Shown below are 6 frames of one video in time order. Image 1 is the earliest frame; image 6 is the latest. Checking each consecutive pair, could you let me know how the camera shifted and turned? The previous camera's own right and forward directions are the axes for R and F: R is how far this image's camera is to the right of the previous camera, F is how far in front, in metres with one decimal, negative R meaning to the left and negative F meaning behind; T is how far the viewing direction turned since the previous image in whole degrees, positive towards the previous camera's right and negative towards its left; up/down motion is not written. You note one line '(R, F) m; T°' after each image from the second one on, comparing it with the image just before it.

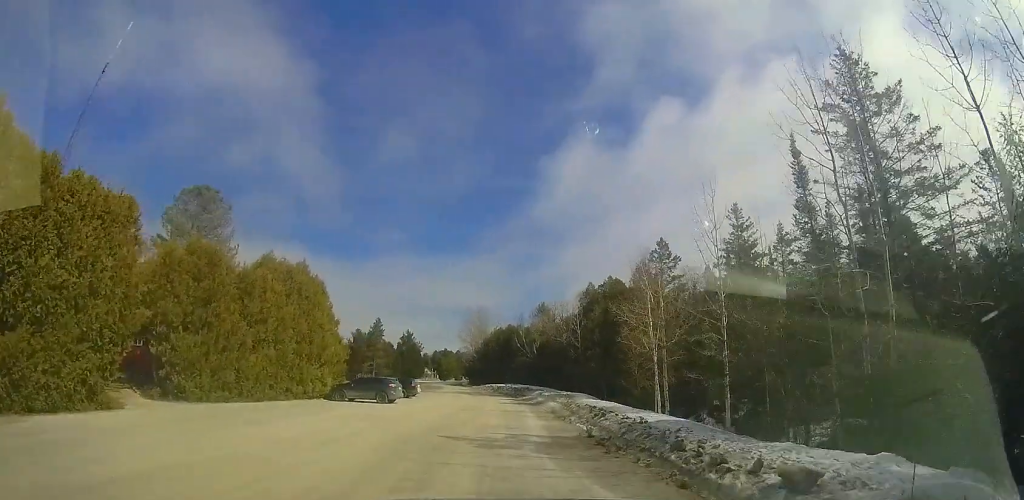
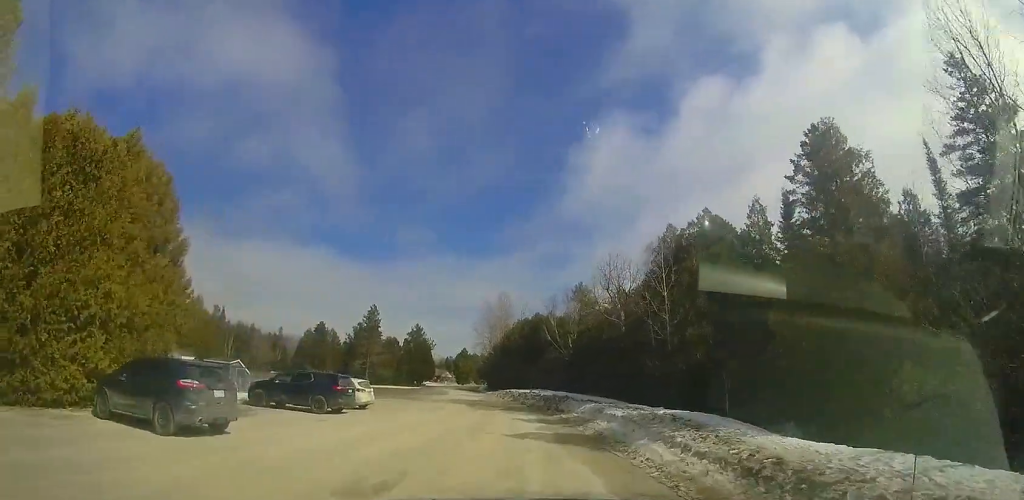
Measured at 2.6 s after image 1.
(0.0, +18.6) m; +1°
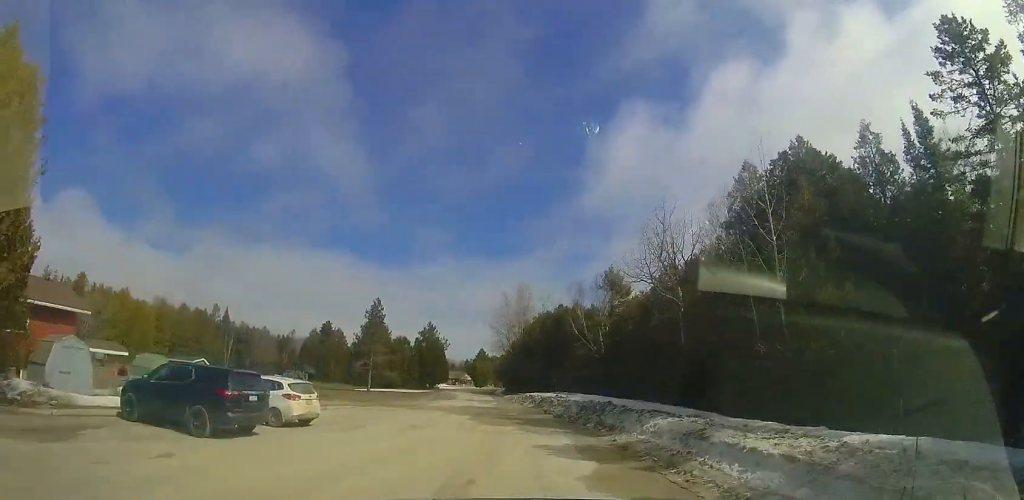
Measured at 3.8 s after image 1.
(-0.5, +8.3) m; -5°
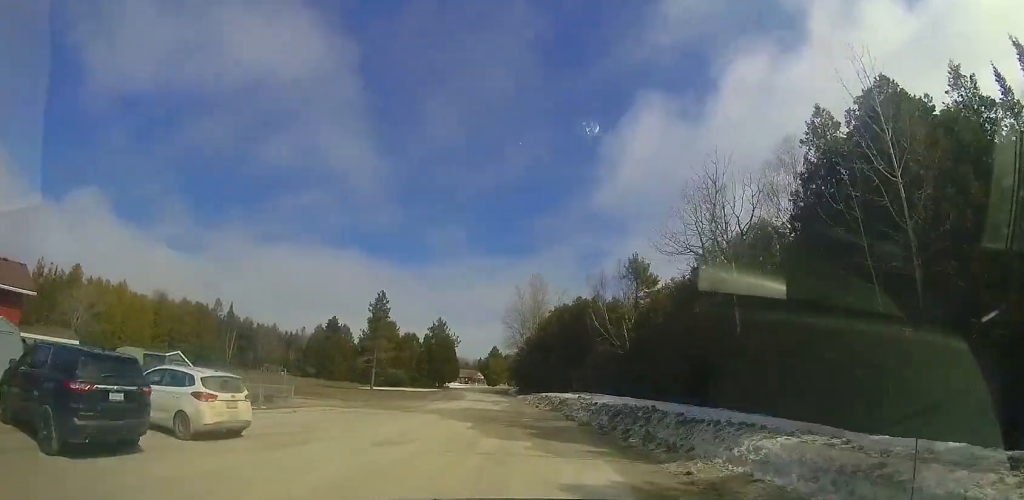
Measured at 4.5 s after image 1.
(-0.1, +4.8) m; -2°
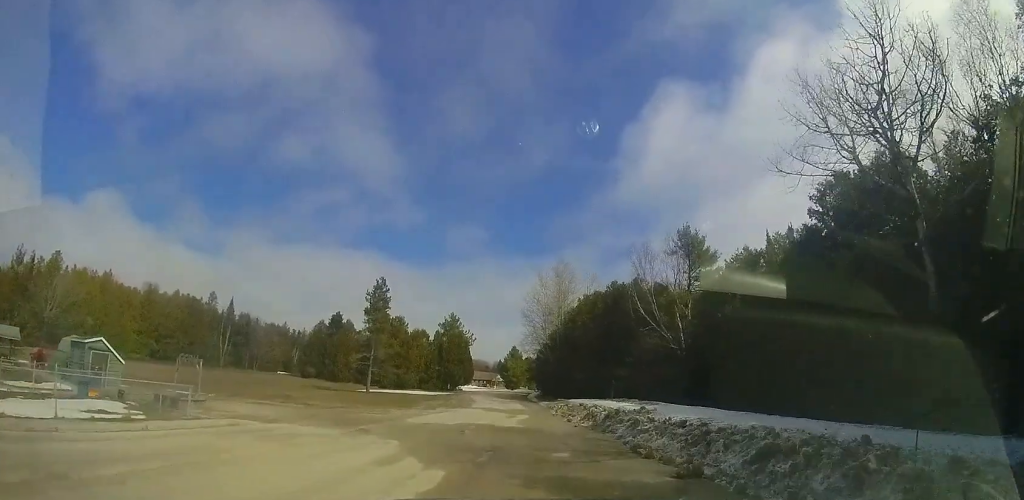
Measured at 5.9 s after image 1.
(-0.3, +9.2) m; -2°
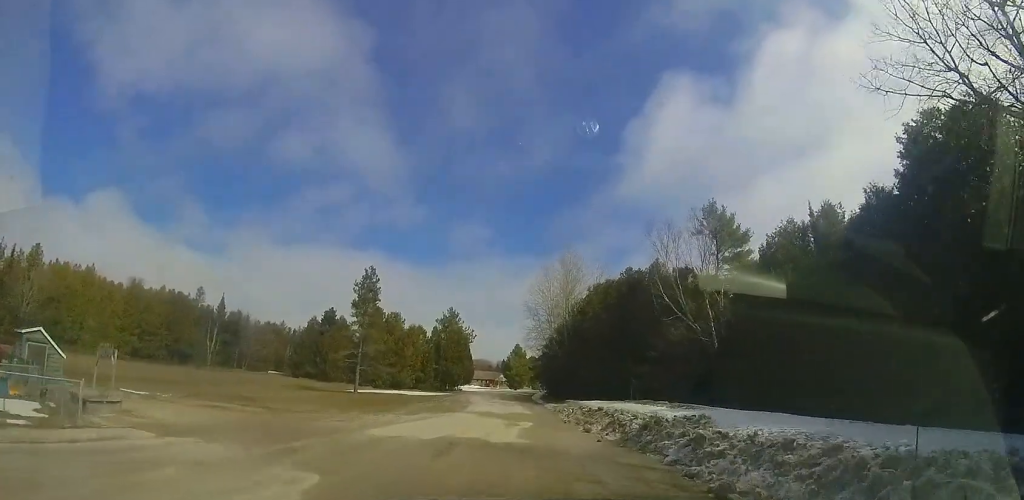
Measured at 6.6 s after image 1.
(0.0, +4.8) m; 0°
